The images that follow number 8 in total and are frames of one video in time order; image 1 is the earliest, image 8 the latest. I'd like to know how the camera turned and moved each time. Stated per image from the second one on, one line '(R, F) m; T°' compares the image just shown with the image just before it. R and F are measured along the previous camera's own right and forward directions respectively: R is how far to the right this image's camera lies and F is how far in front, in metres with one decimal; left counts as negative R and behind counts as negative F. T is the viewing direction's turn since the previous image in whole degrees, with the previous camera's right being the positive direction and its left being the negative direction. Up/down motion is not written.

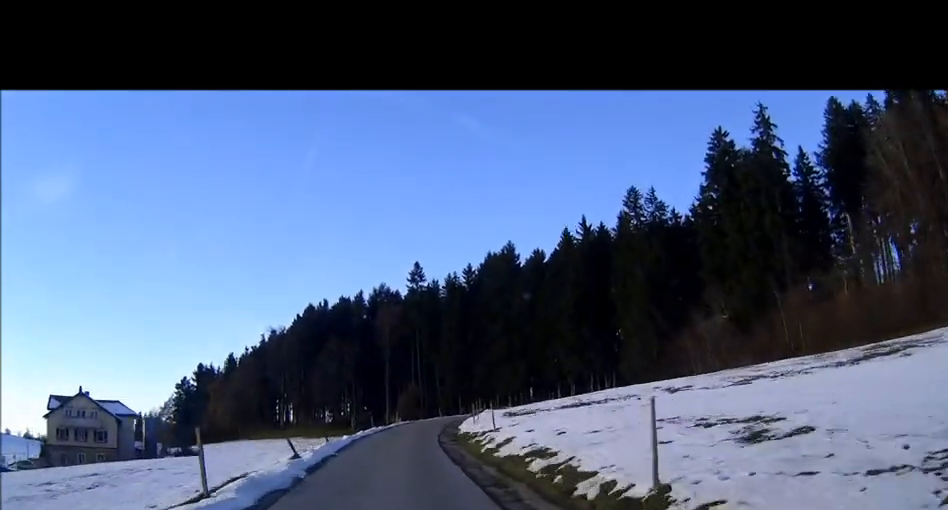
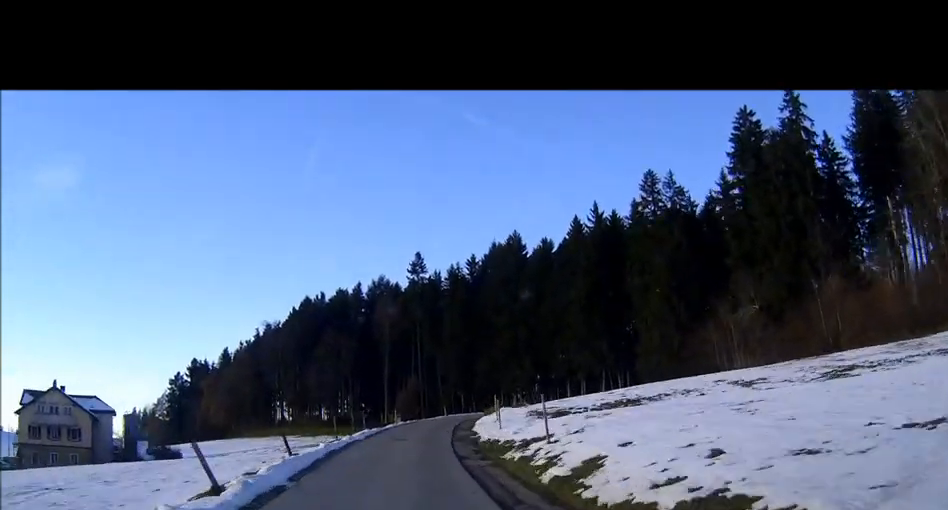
(+0.6, +8.2) m; +3°
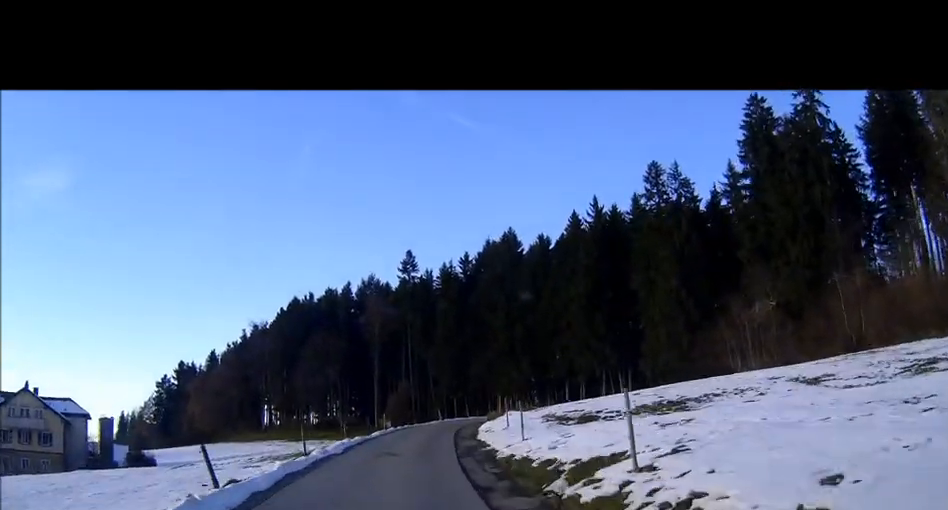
(+0.1, +5.9) m; +1°
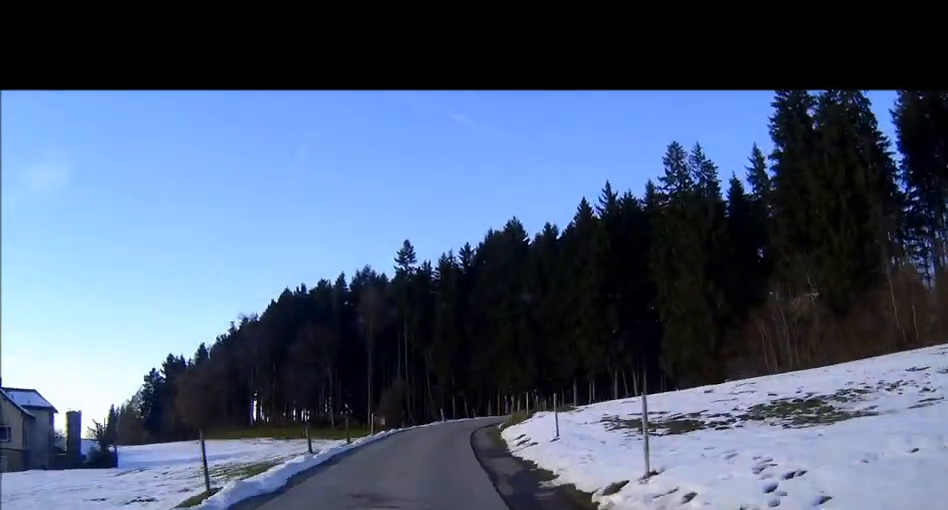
(0.0, +8.8) m; 0°
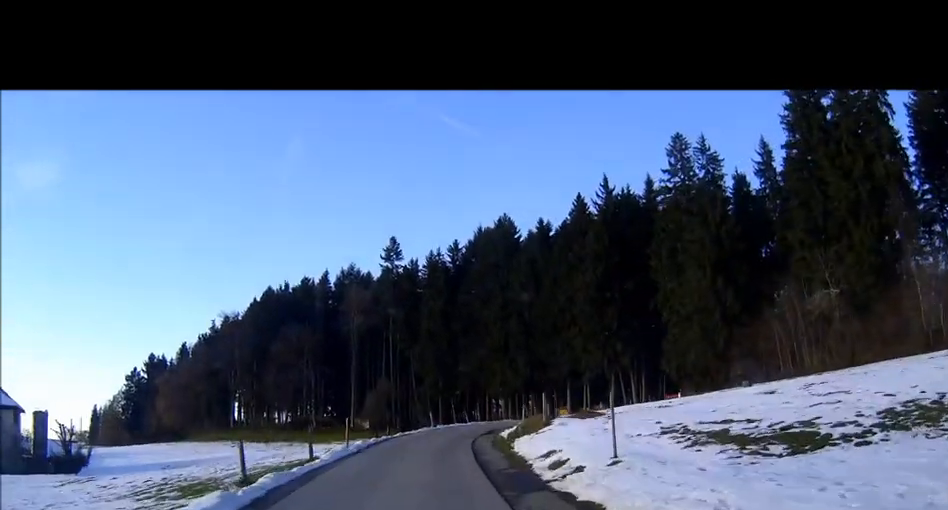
(0.0, +5.7) m; 0°
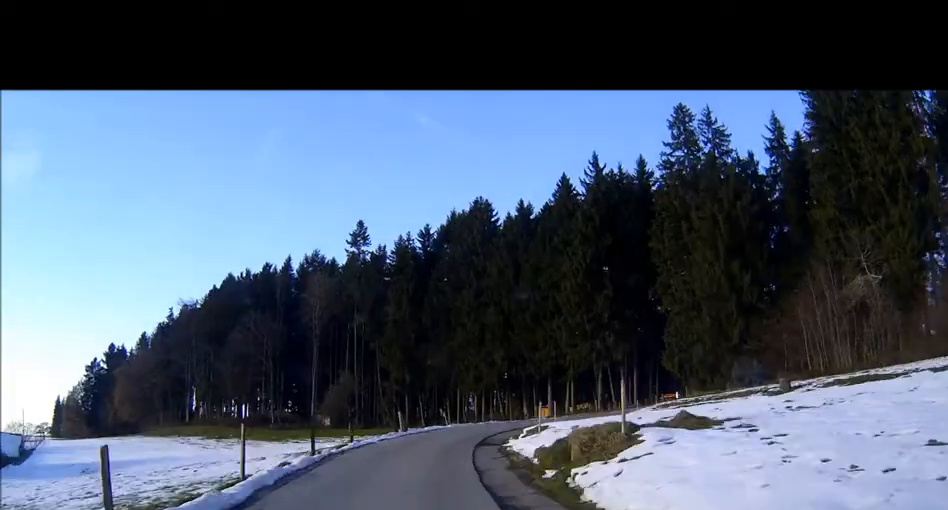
(0.0, +10.3) m; 0°
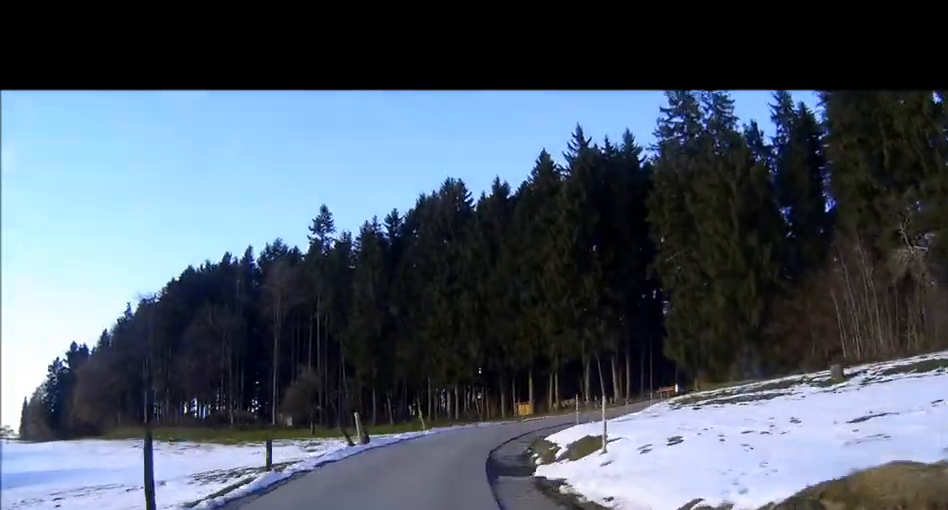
(0.0, +9.3) m; 0°
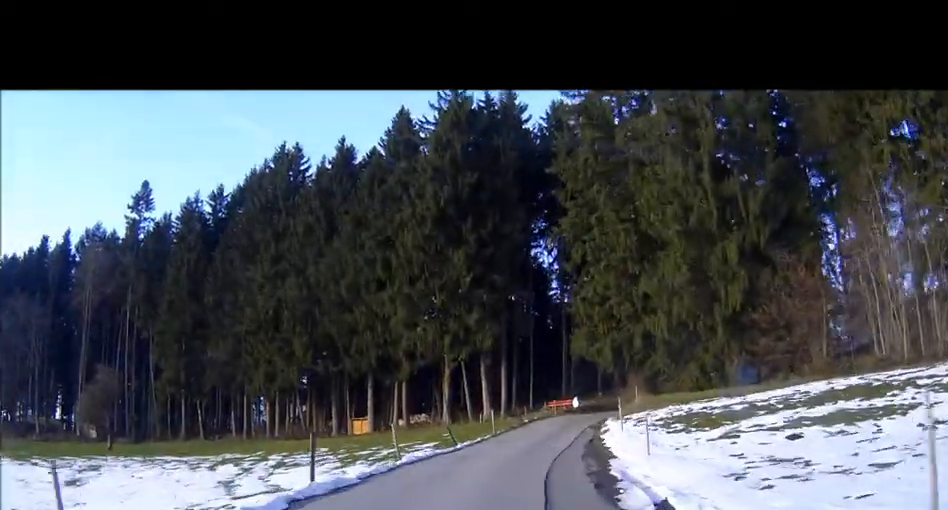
(0.0, +20.7) m; 0°
